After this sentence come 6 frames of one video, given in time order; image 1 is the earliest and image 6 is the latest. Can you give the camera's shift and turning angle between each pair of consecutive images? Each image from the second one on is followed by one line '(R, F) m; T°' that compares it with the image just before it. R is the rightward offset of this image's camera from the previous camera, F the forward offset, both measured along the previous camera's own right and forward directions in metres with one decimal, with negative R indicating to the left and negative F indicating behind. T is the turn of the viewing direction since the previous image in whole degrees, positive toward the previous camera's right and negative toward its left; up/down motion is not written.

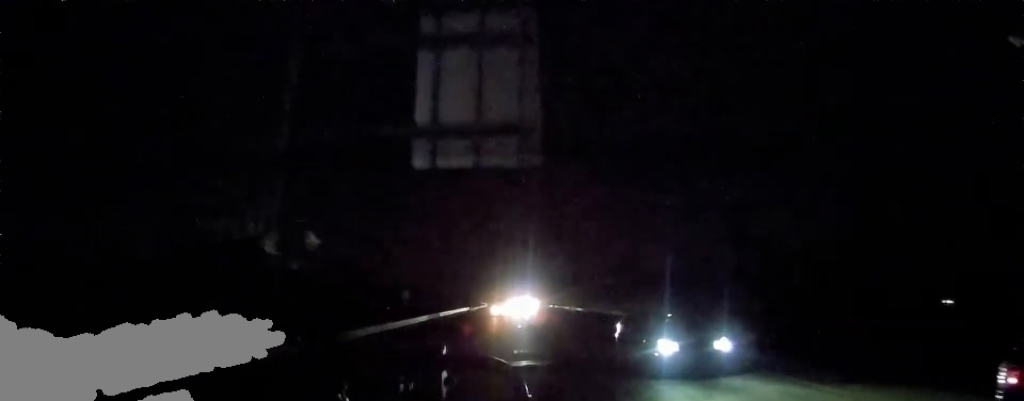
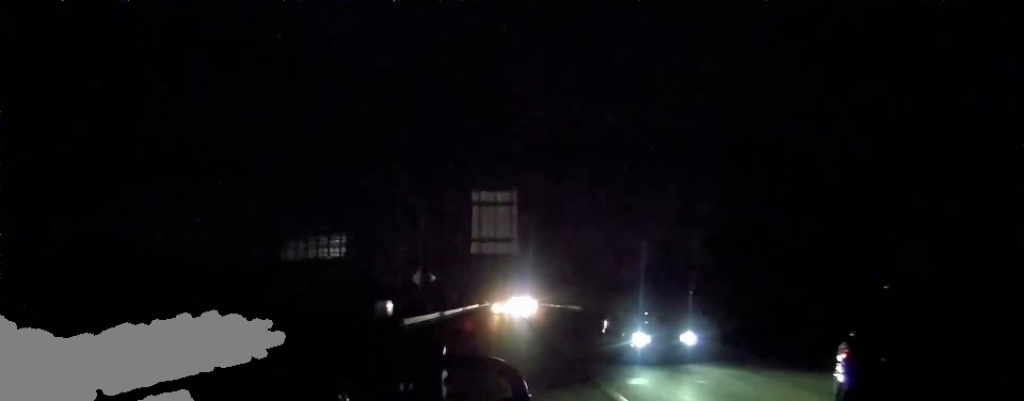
(-0.1, +32.5) m; -1°
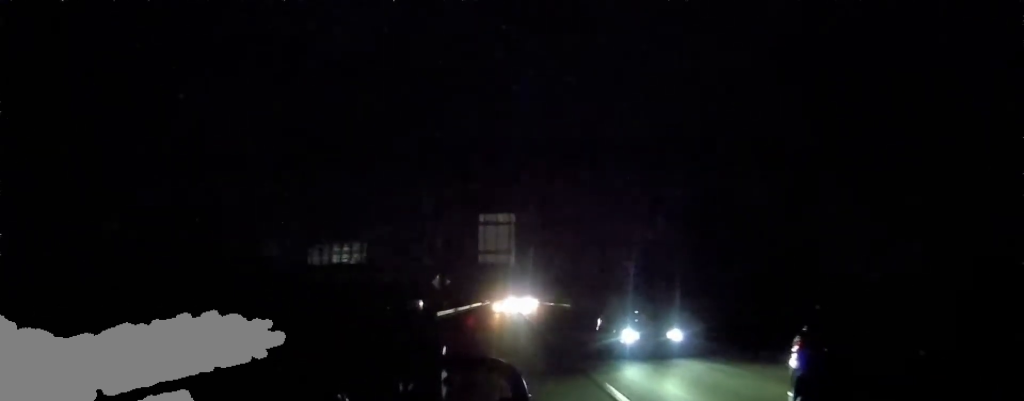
(-0.1, +13.5) m; 0°
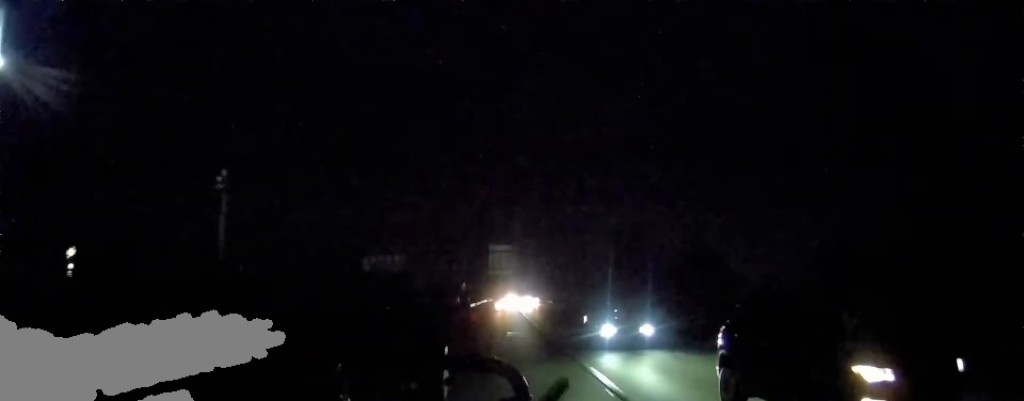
(-0.2, +38.2) m; +2°
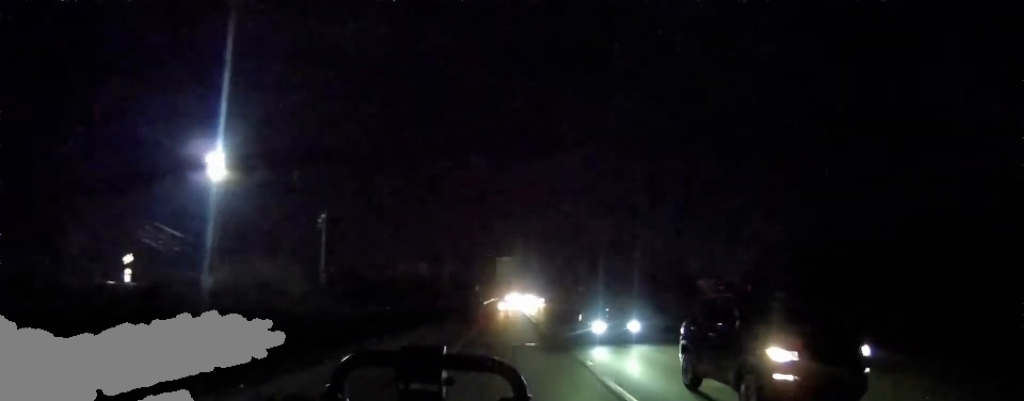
(+1.1, +32.9) m; 0°
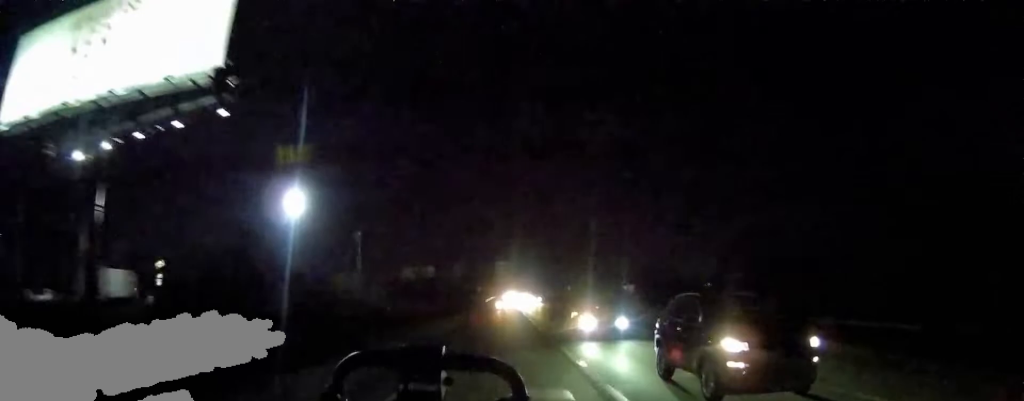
(-1.0, +24.5) m; -2°
